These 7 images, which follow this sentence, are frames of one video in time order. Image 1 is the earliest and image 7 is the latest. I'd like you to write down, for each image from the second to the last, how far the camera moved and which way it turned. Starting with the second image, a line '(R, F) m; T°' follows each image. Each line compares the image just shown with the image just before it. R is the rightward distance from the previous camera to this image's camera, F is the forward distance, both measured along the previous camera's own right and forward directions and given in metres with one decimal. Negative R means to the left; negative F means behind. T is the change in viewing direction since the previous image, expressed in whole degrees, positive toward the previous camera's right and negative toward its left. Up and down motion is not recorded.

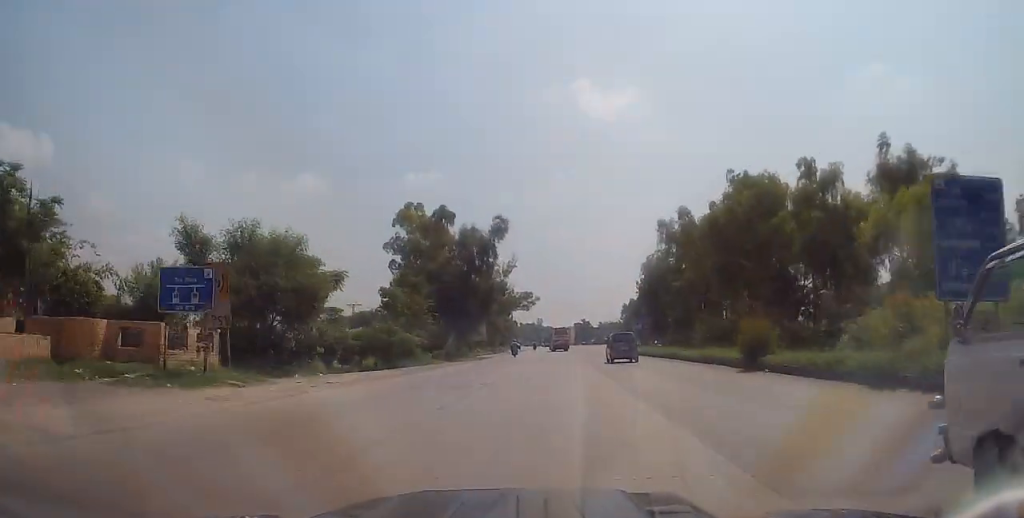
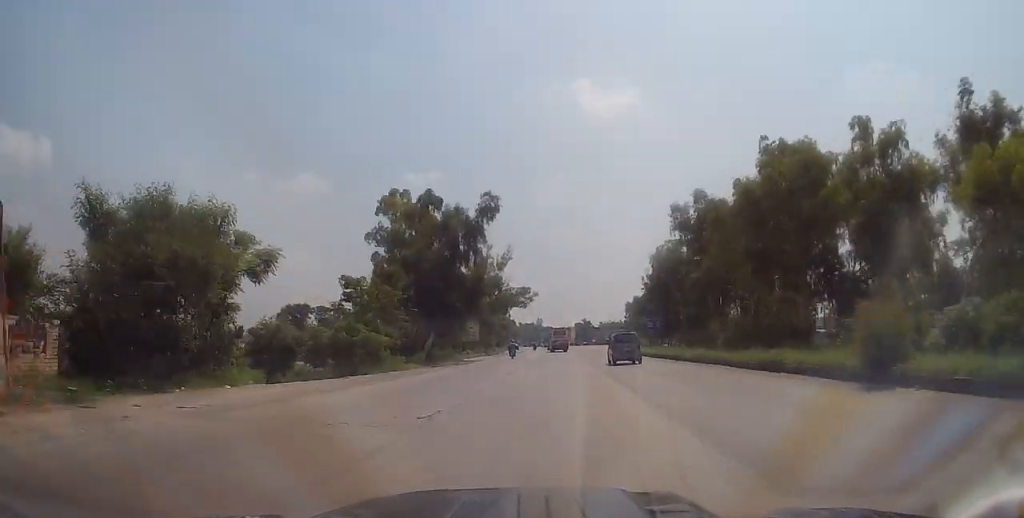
(+0.1, +8.5) m; +1°
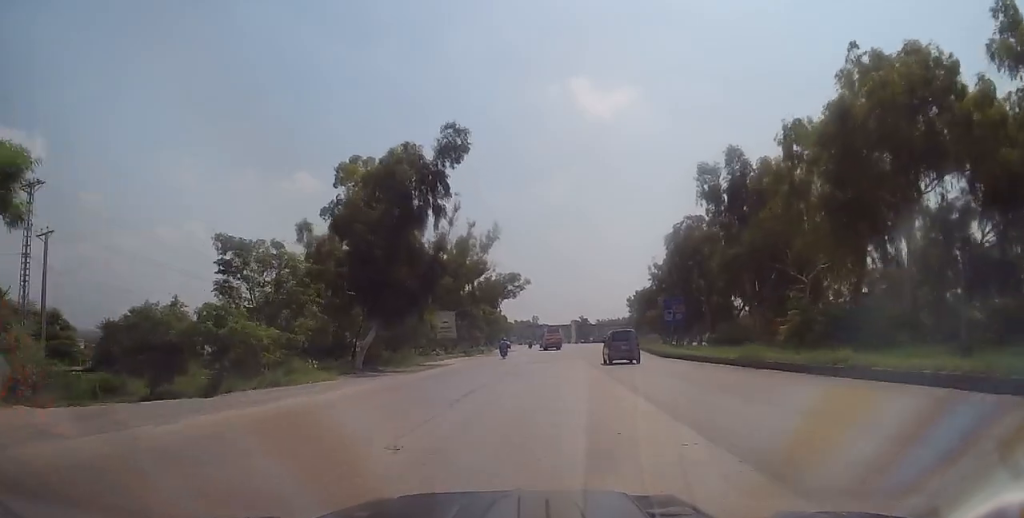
(+0.3, +14.1) m; +1°
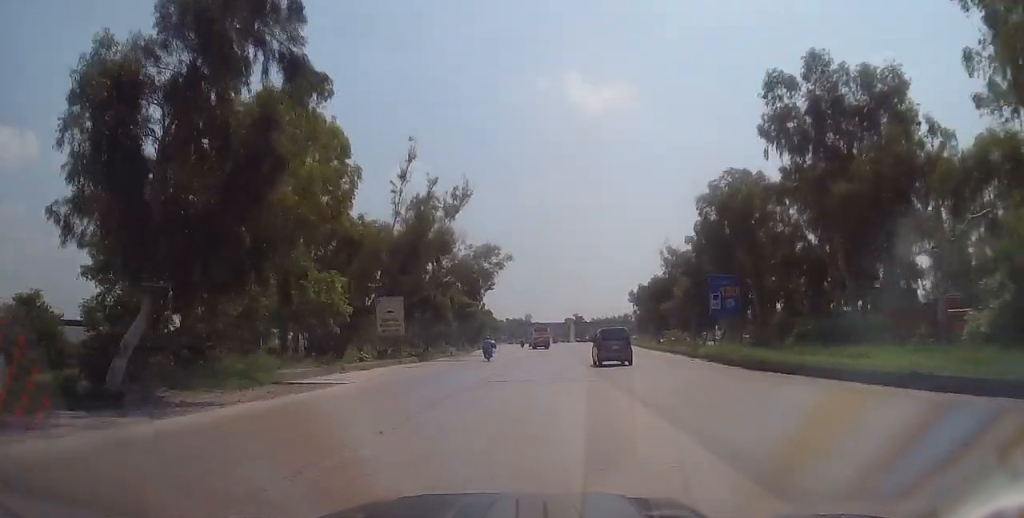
(+0.1, +18.1) m; +1°
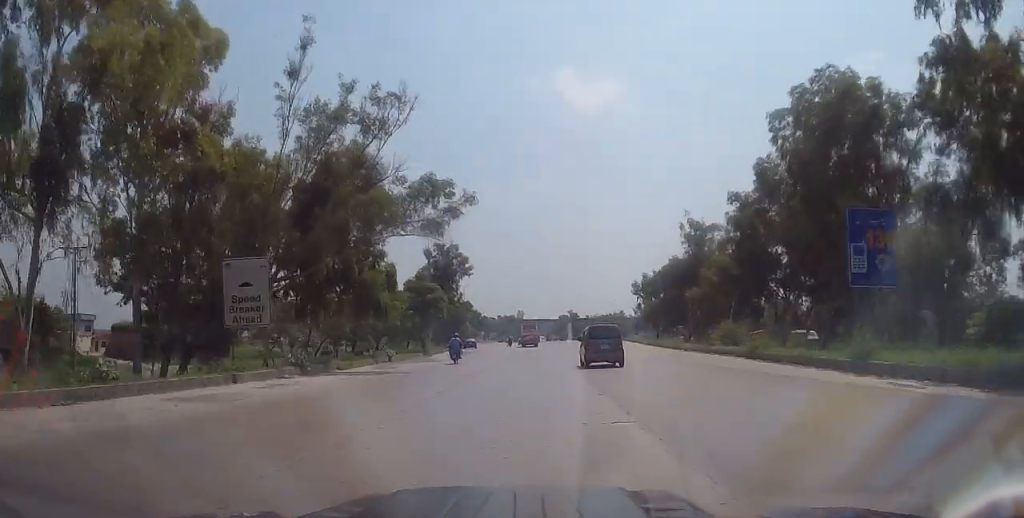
(+0.1, +19.2) m; 0°
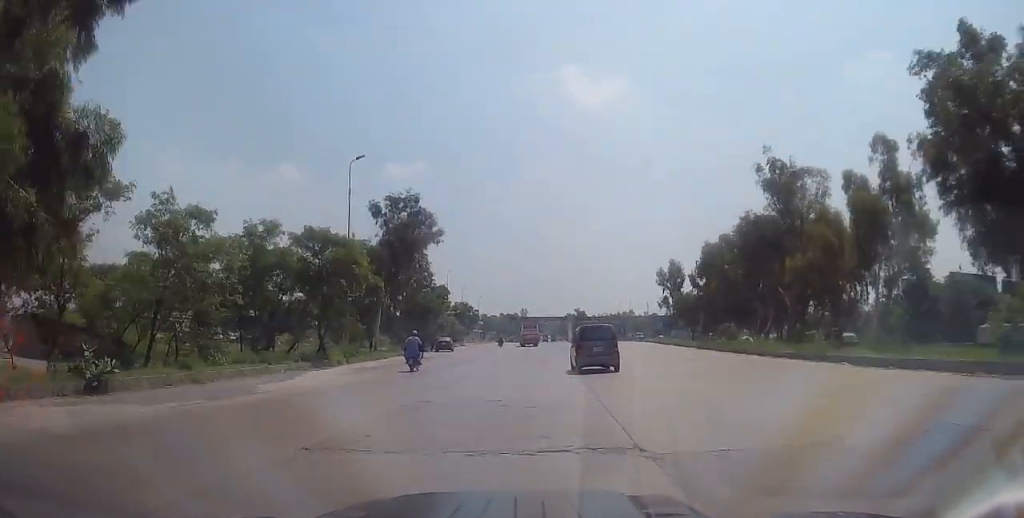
(+0.1, +26.3) m; 0°
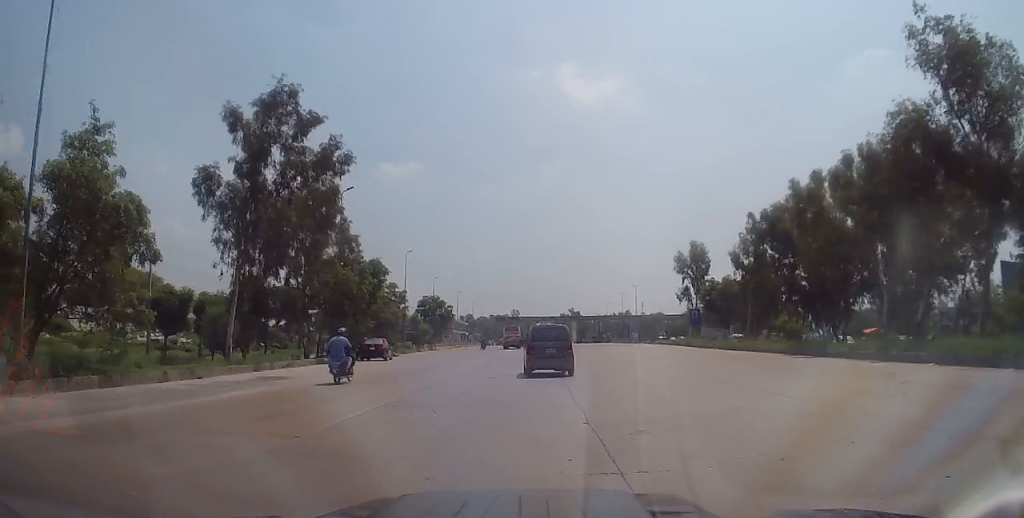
(-0.5, +23.5) m; 0°
